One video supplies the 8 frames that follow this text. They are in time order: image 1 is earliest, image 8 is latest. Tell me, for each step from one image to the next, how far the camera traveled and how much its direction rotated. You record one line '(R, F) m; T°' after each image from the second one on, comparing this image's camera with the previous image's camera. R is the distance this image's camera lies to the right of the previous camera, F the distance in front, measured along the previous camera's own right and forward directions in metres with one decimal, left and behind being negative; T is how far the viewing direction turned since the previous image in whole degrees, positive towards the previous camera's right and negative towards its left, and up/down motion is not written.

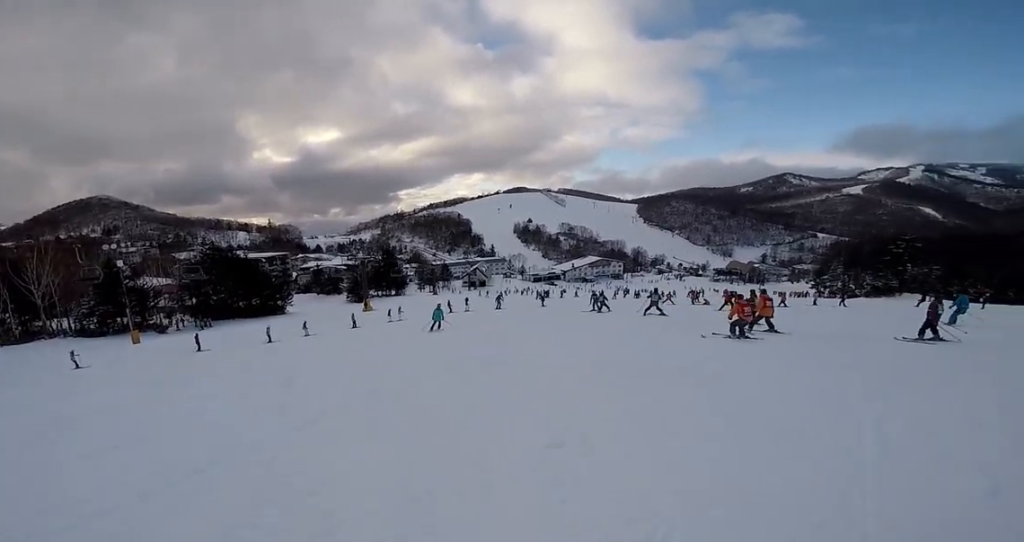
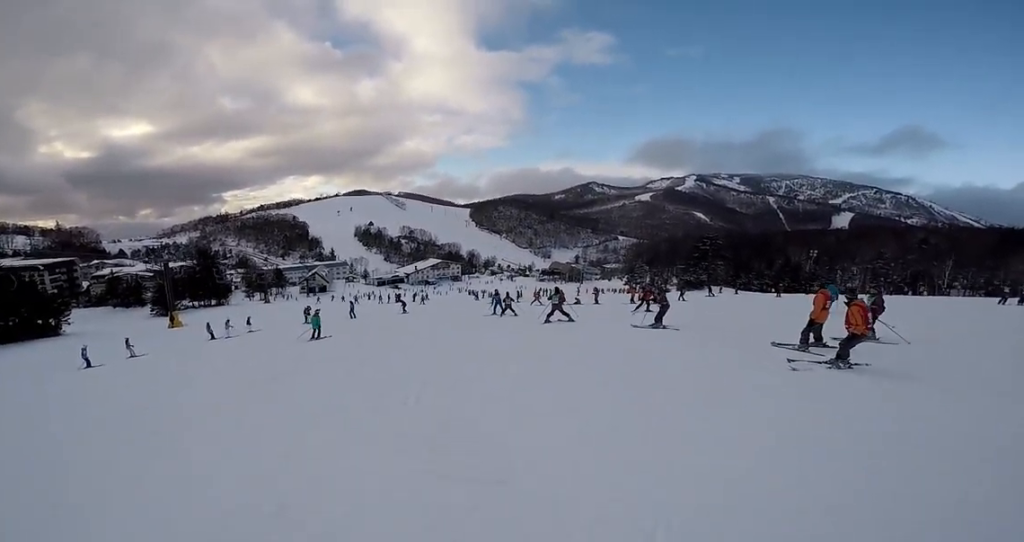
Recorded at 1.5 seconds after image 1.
(+1.2, +9.0) m; +6°
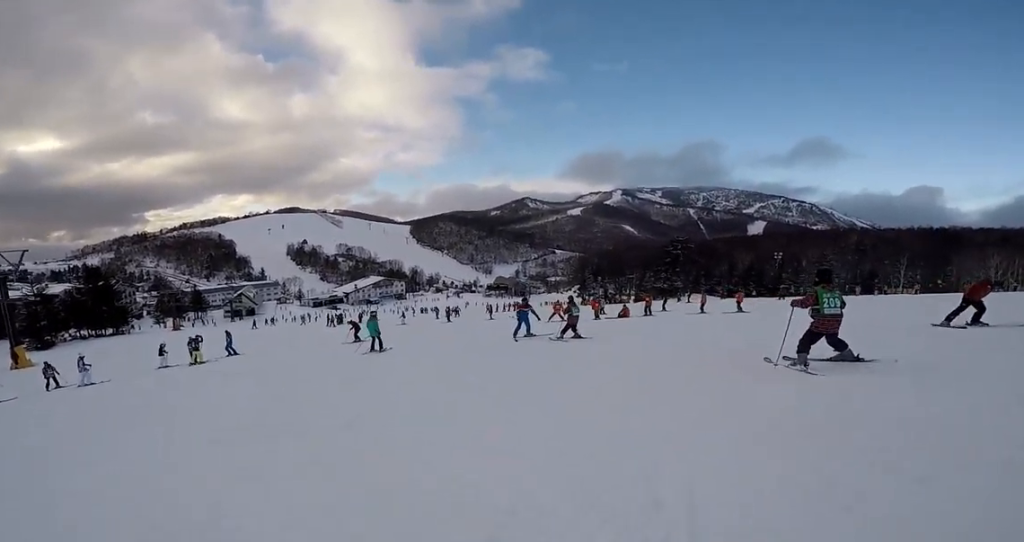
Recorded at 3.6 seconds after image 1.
(-0.5, +14.6) m; +9°
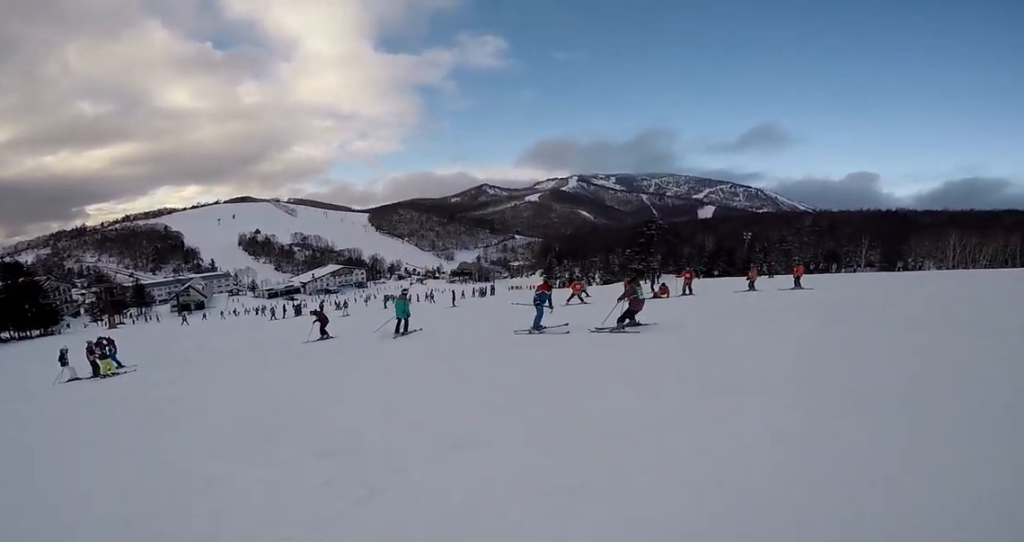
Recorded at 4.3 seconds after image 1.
(+1.1, +5.3) m; +9°
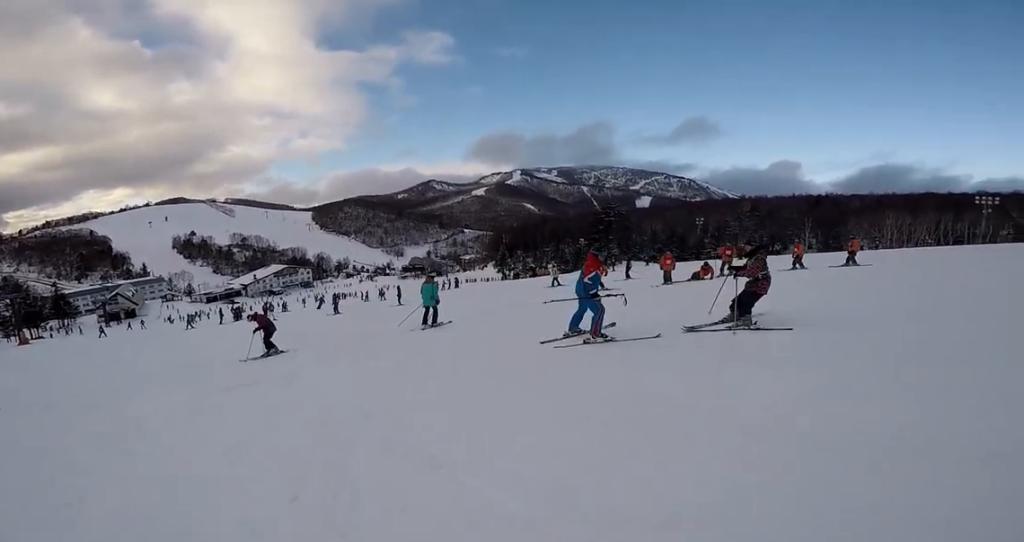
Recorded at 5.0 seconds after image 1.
(+0.2, +4.5) m; +5°
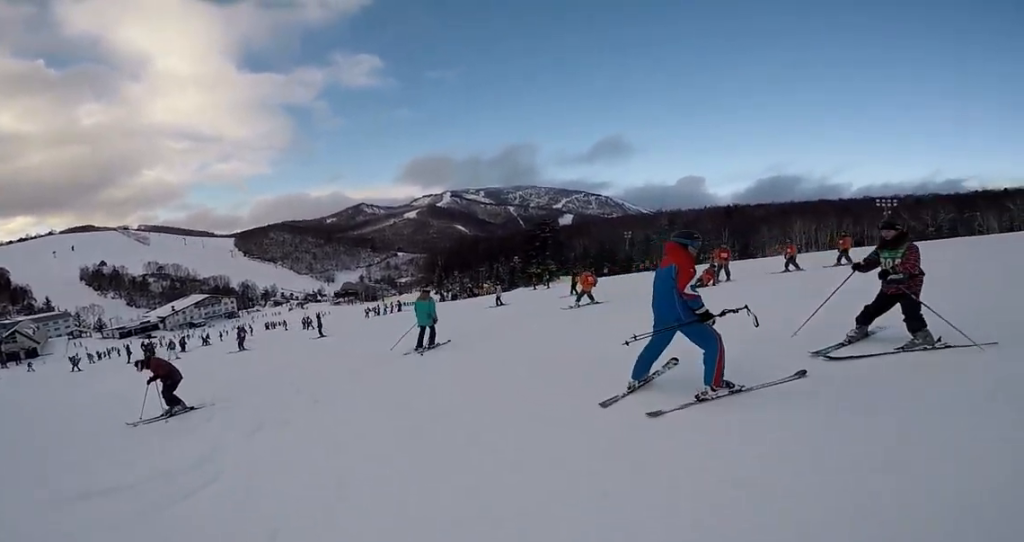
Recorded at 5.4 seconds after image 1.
(-0.2, +2.9) m; +3°
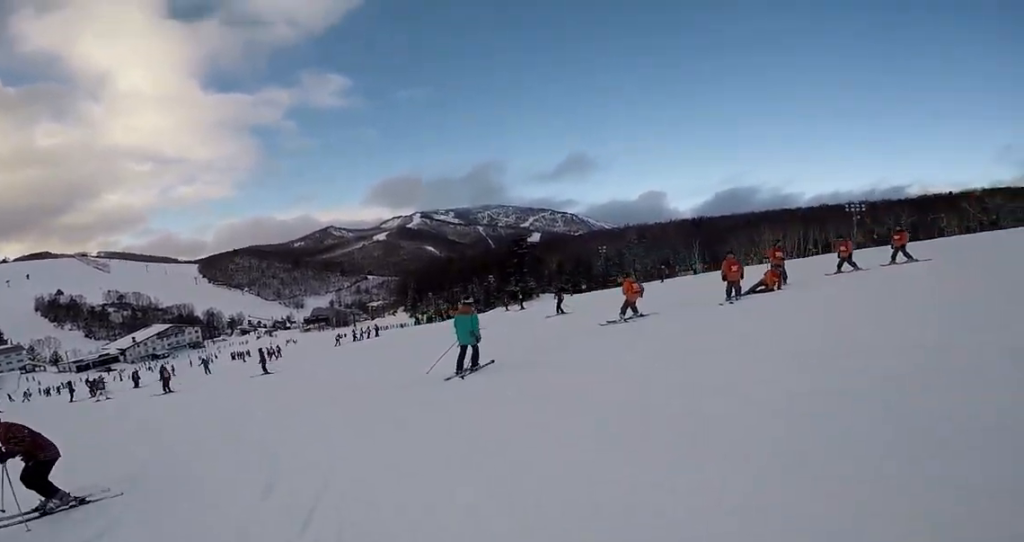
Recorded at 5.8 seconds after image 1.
(+0.2, +2.8) m; +10°
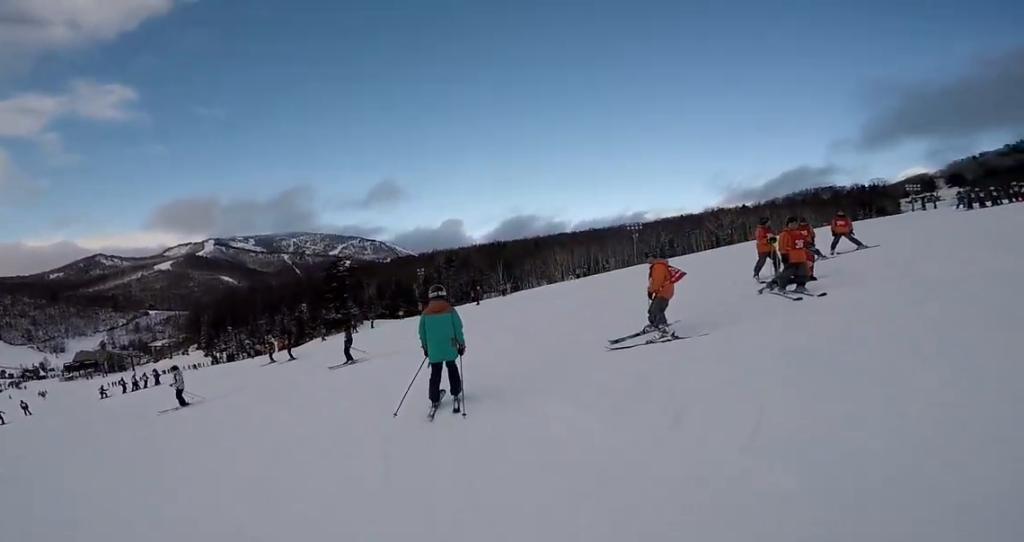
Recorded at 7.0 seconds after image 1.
(+1.7, +5.9) m; +28°
